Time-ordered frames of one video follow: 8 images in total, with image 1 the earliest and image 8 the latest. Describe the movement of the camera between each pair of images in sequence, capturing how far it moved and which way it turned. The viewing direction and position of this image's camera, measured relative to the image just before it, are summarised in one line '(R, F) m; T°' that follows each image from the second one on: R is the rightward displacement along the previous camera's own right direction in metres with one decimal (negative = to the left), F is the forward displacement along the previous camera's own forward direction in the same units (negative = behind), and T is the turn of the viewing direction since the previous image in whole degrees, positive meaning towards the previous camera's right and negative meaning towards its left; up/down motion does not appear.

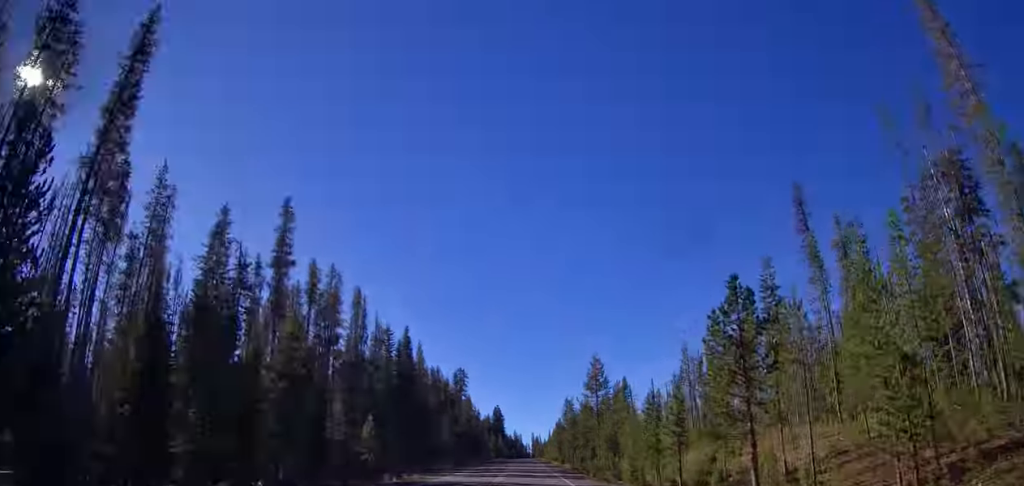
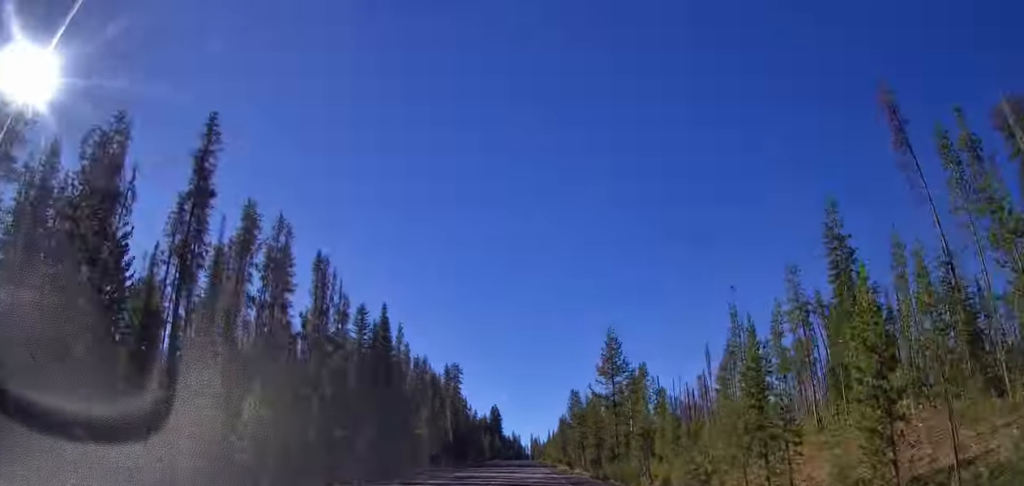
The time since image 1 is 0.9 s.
(+0.4, +15.9) m; +1°
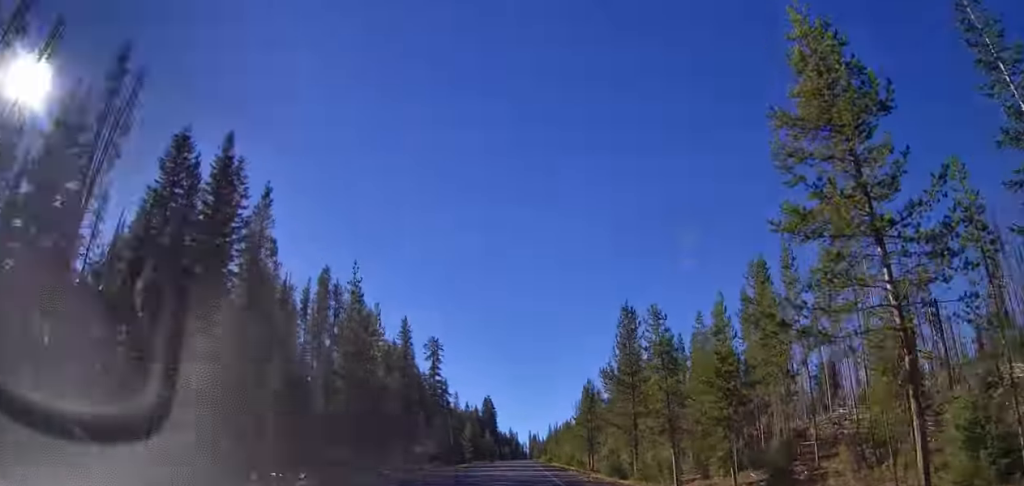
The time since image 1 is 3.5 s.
(+0.4, +48.8) m; 0°
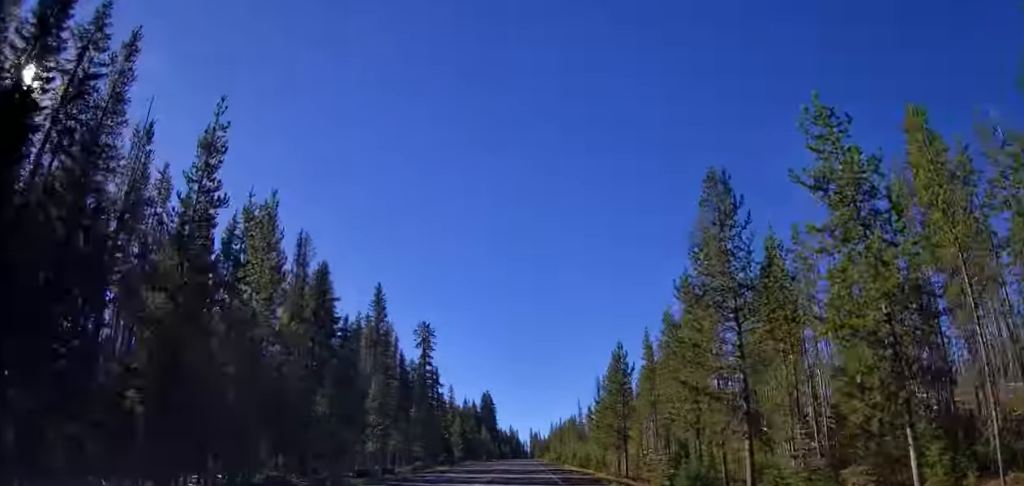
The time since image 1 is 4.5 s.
(-0.2, +19.4) m; -1°
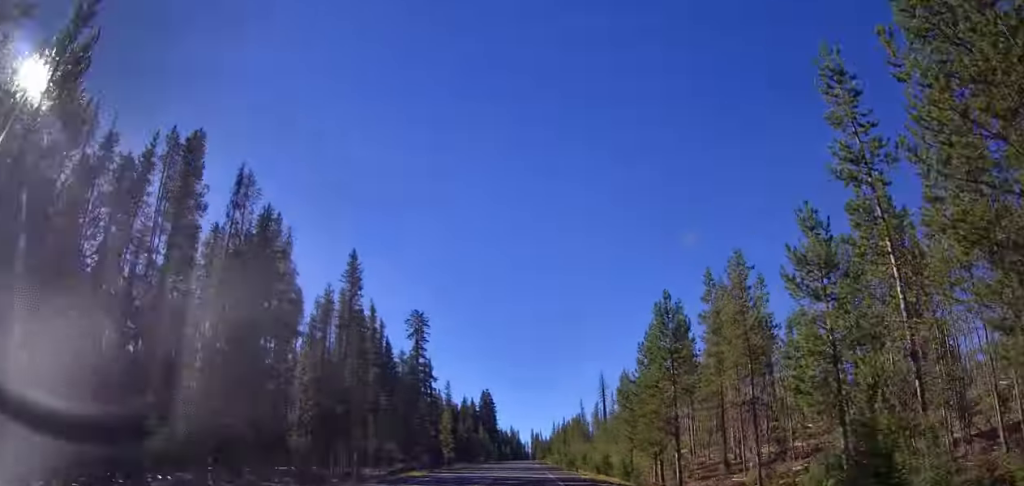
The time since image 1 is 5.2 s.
(-0.3, +13.6) m; 0°
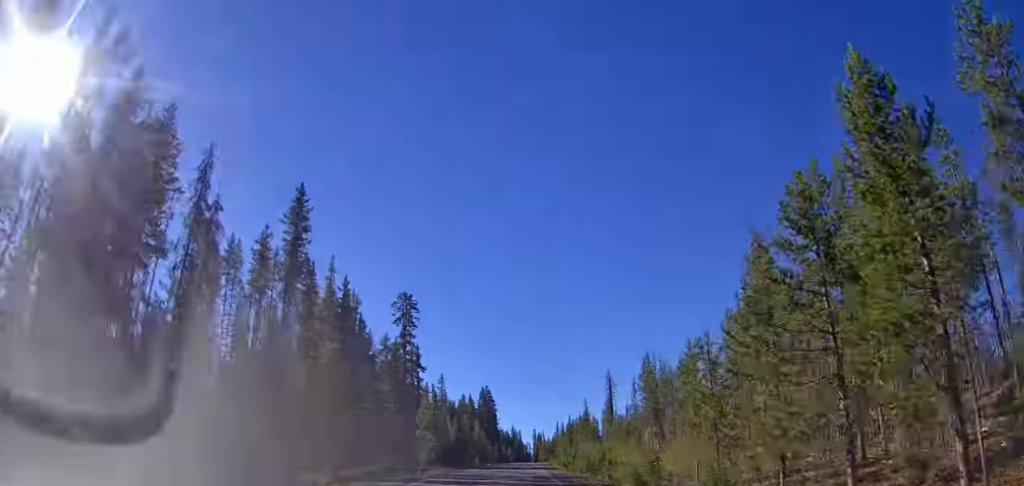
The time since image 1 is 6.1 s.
(+0.5, +18.1) m; 0°
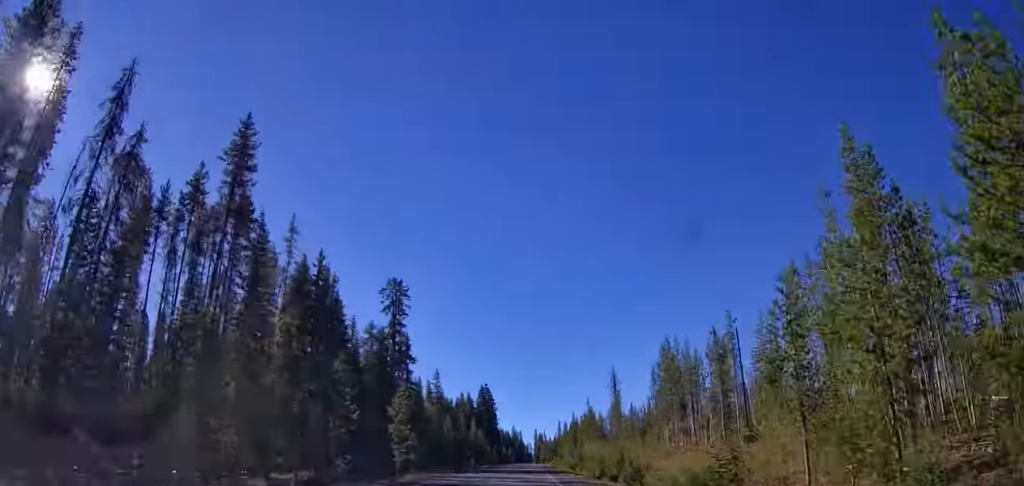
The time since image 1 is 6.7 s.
(-0.4, +11.8) m; 0°
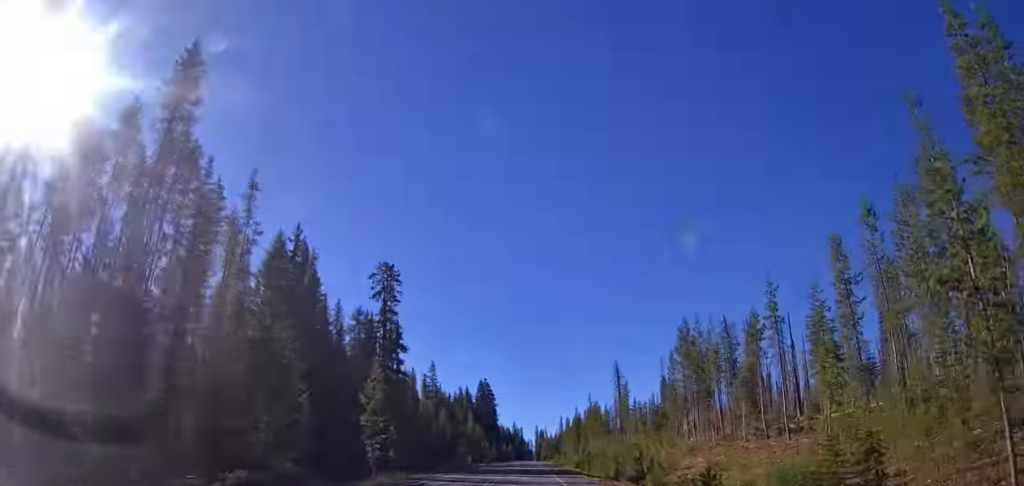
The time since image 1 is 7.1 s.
(-0.1, +8.6) m; 0°
